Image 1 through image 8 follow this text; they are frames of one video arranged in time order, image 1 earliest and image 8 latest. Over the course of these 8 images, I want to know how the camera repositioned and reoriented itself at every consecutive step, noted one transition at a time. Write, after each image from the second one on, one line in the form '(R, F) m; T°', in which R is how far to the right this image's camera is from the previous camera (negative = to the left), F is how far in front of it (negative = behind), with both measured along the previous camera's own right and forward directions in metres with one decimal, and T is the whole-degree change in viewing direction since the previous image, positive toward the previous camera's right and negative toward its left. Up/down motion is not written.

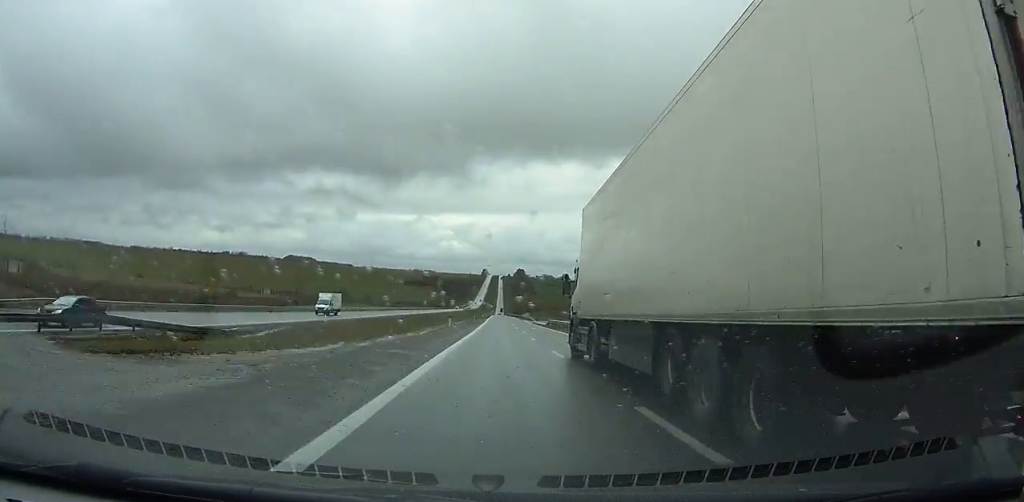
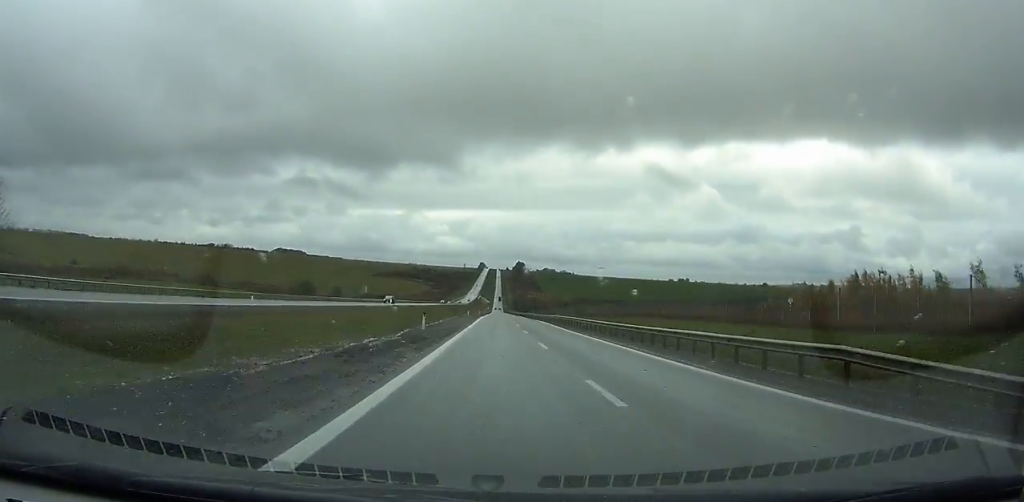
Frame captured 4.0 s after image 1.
(+0.2, +116.2) m; +1°
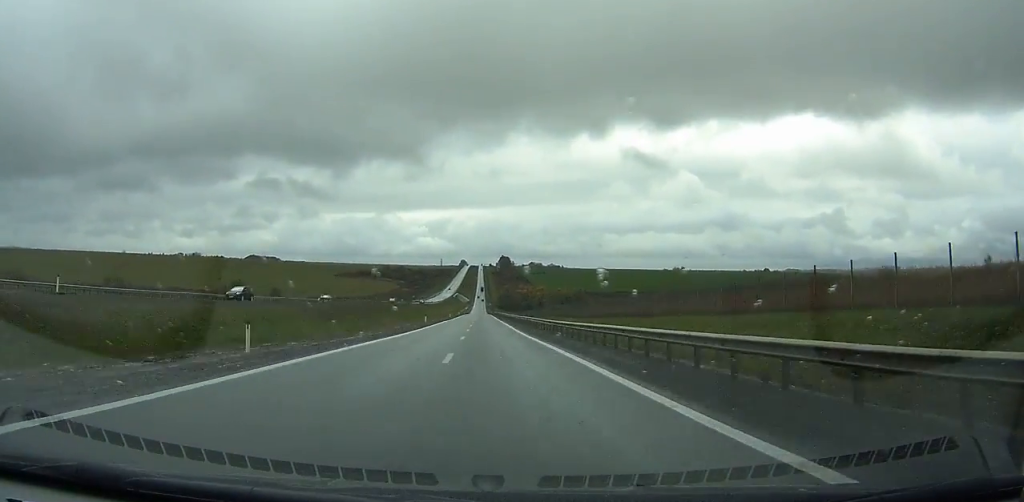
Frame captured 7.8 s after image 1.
(+0.9, +112.8) m; 0°
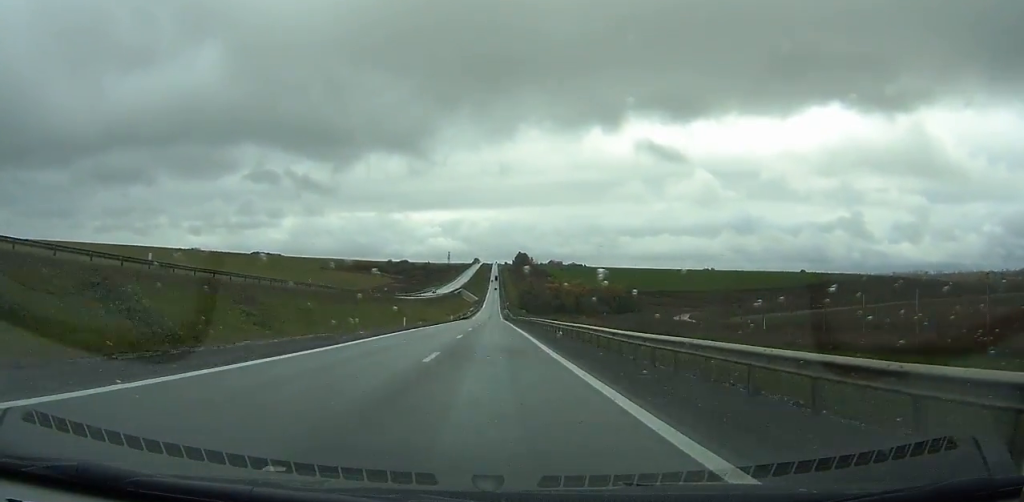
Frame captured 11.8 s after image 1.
(-0.3, +119.4) m; -1°
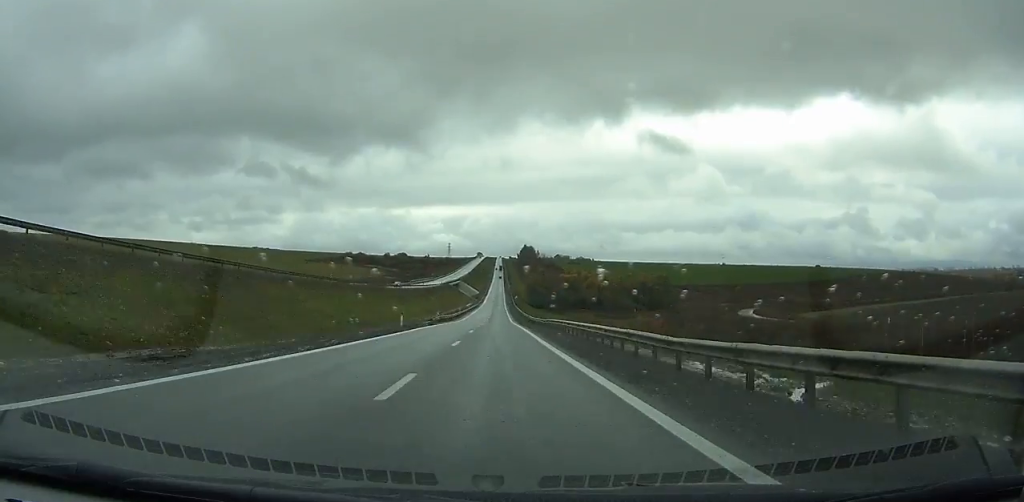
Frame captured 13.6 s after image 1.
(-0.2, +53.7) m; 0°
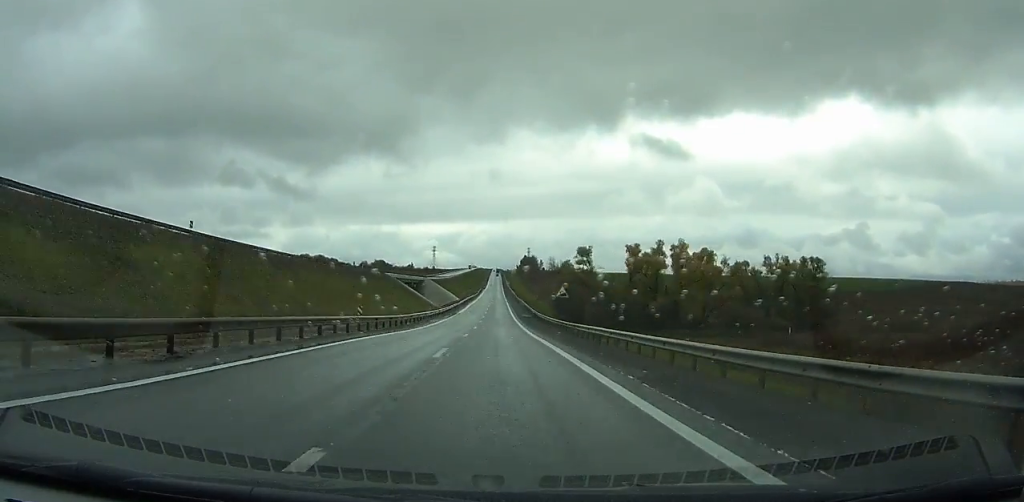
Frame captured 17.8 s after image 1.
(-0.2, +124.6) m; 0°
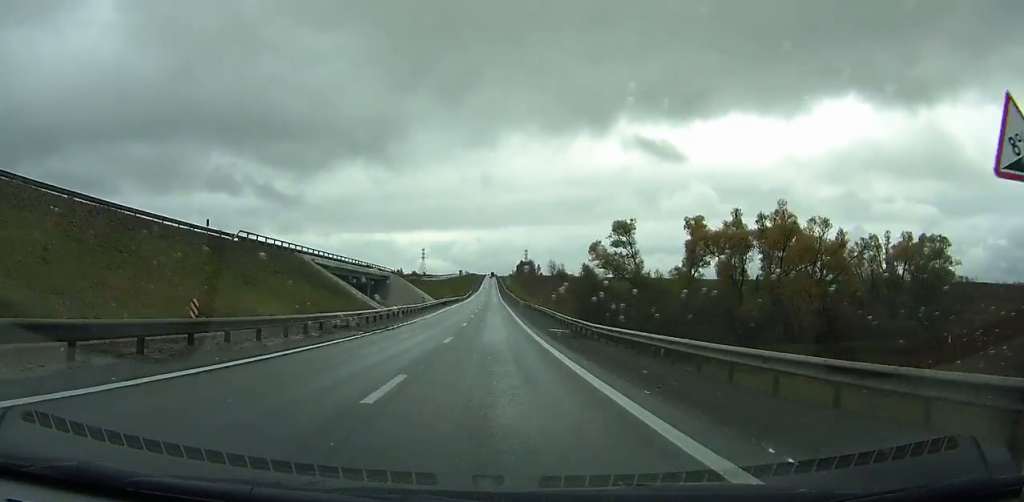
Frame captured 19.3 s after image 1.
(+0.1, +44.4) m; 0°
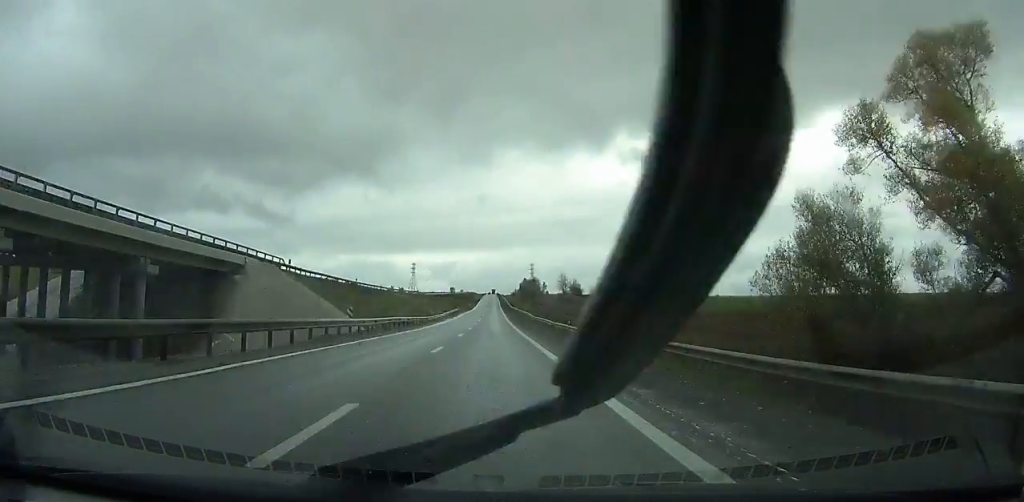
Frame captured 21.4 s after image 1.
(+0.2, +62.1) m; 0°
